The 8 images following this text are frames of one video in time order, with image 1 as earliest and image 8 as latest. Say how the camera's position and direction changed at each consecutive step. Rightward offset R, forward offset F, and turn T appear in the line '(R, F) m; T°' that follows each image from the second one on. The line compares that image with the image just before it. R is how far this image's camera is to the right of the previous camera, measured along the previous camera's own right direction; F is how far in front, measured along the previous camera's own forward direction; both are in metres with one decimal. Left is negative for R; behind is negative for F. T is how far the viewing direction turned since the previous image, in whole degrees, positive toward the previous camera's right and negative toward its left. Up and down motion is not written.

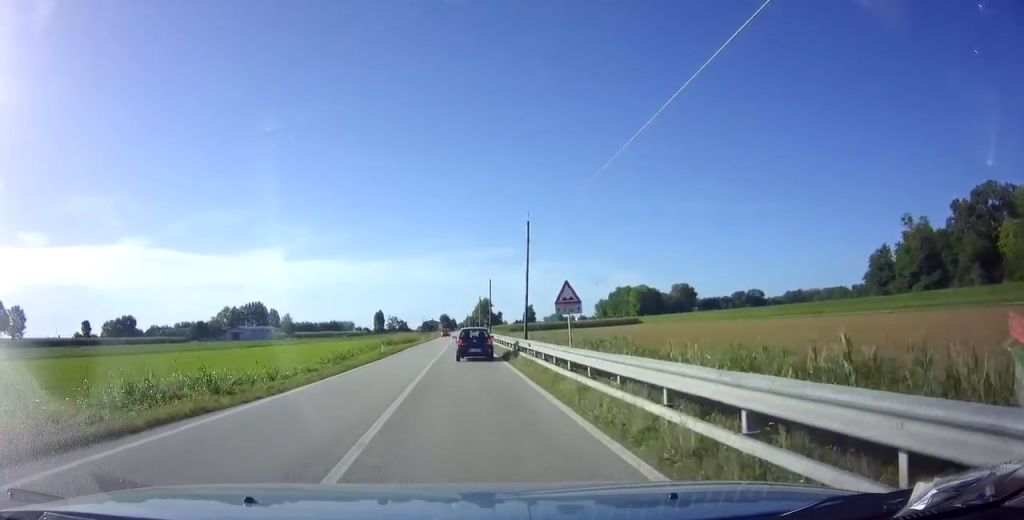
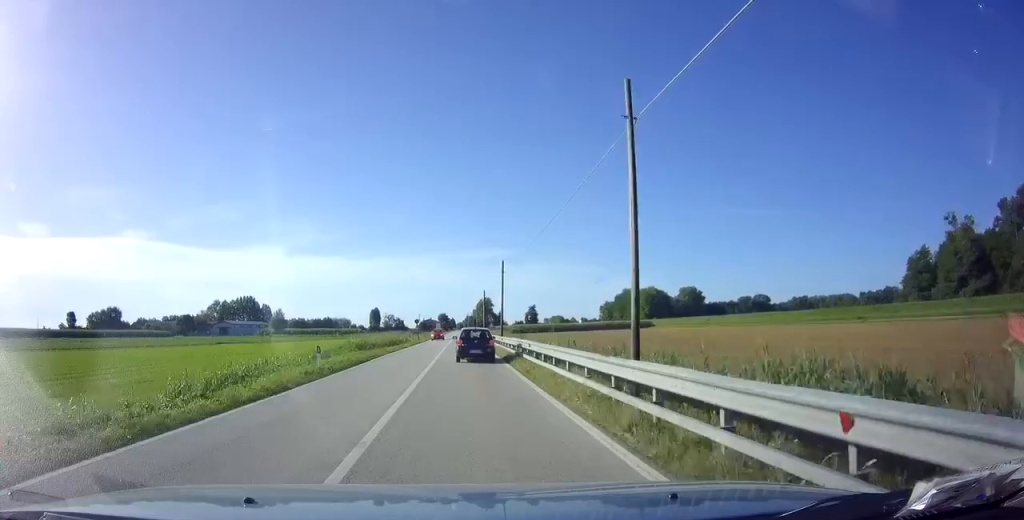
(0.0, +15.3) m; 0°
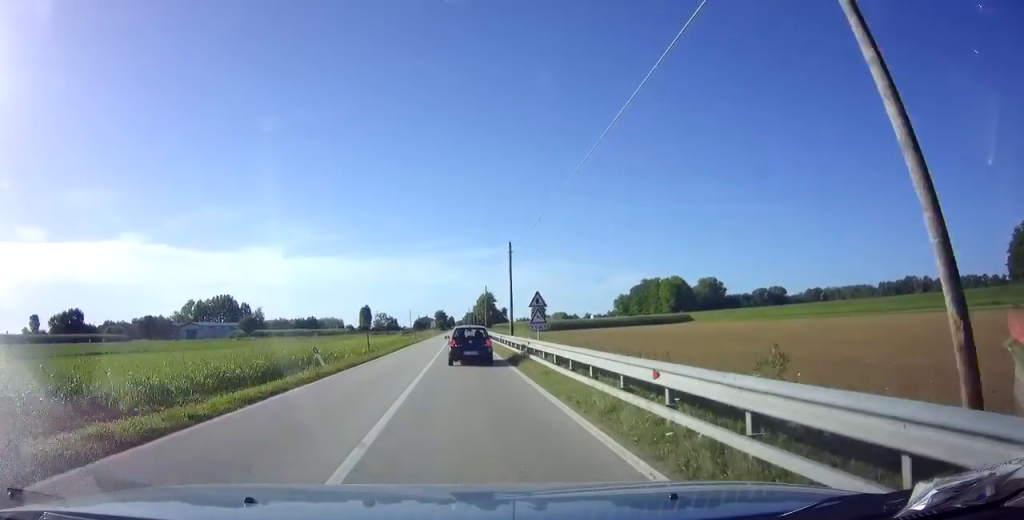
(+0.2, +36.3) m; 0°
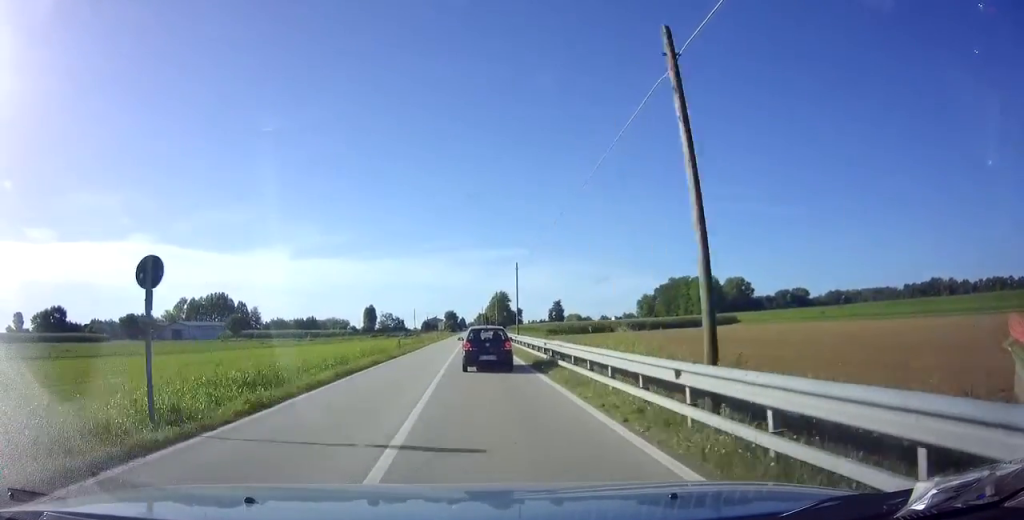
(-0.1, +24.5) m; -1°
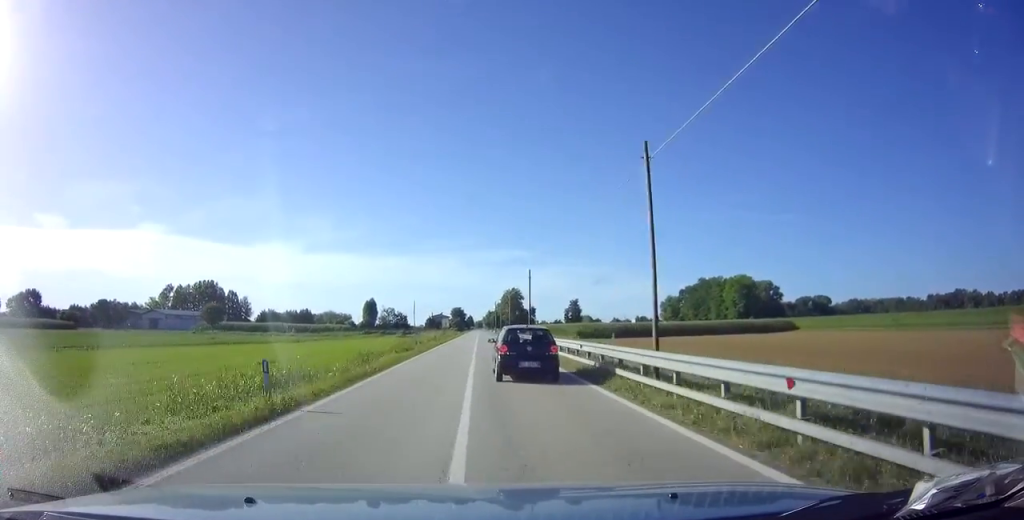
(-0.3, +25.2) m; -1°
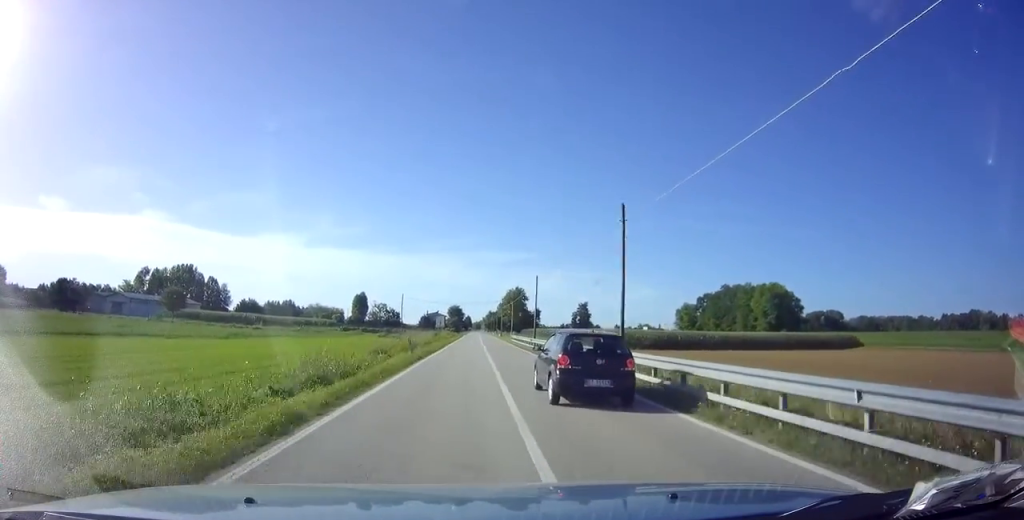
(0.0, +24.1) m; 0°
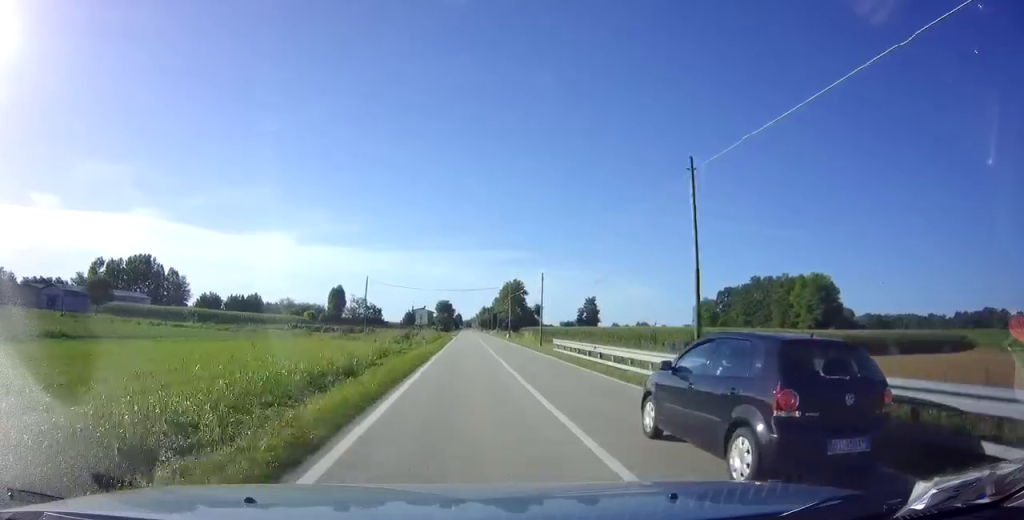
(+0.3, +32.7) m; +1°
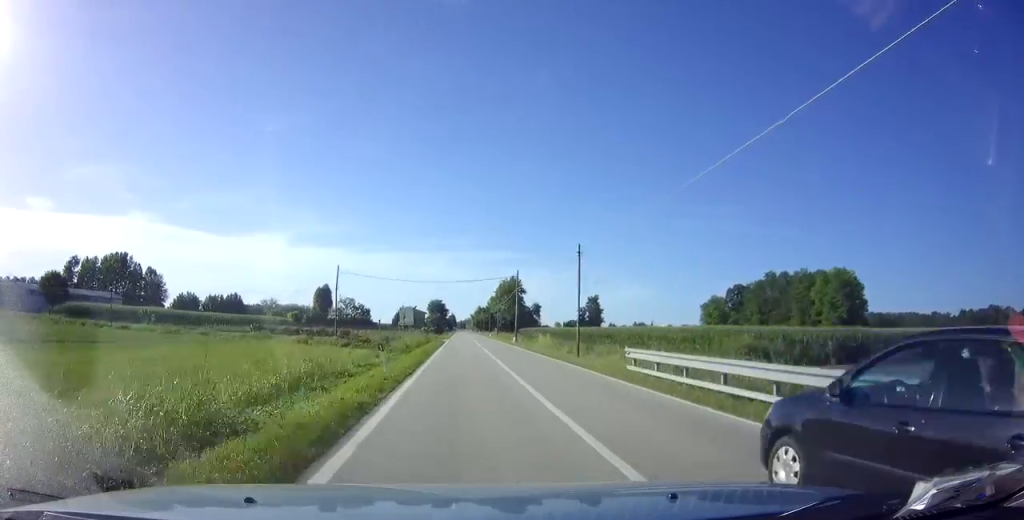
(+0.1, +14.5) m; +1°
